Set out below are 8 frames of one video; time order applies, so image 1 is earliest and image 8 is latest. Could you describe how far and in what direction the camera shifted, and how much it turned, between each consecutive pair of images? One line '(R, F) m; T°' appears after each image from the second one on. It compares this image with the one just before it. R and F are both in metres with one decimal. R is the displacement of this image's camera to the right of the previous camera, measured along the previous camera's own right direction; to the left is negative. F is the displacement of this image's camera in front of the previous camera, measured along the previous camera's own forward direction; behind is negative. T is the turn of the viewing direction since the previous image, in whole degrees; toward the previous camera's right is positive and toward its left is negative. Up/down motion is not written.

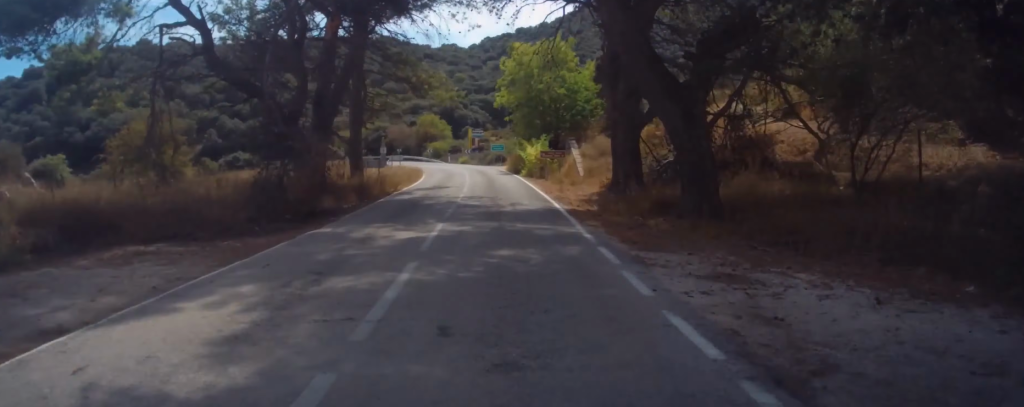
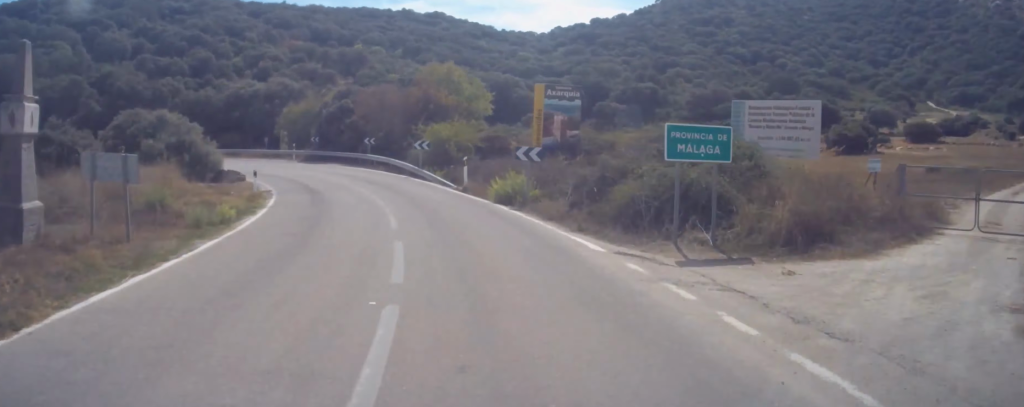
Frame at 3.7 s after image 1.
(+10.2, +53.8) m; -21°
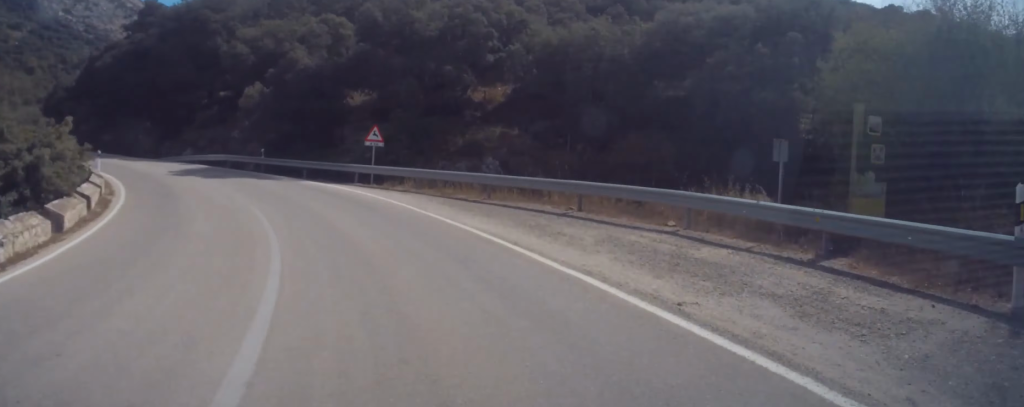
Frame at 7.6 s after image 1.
(-32.2, +46.1) m; -19°
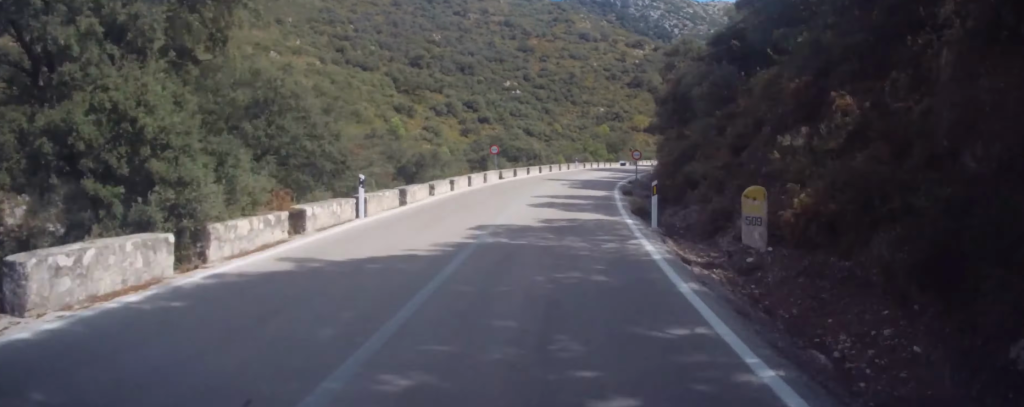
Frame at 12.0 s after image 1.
(-16.8, +64.1) m; -8°
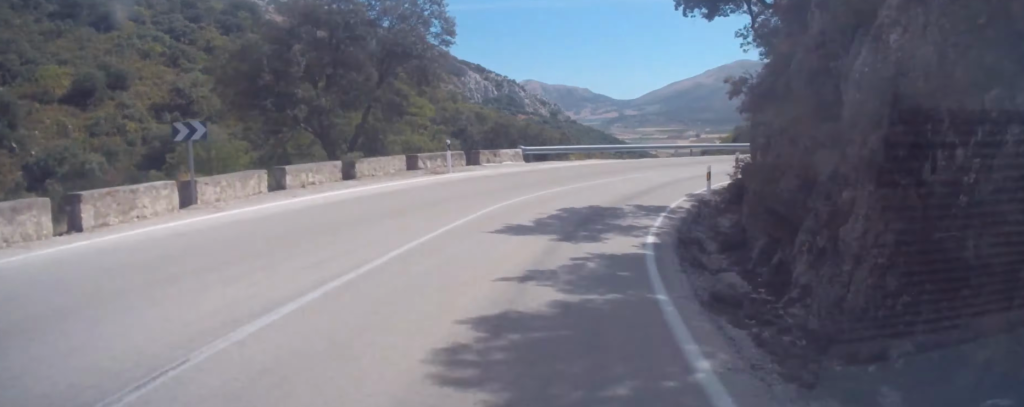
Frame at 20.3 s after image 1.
(+25.5, +115.4) m; +27°
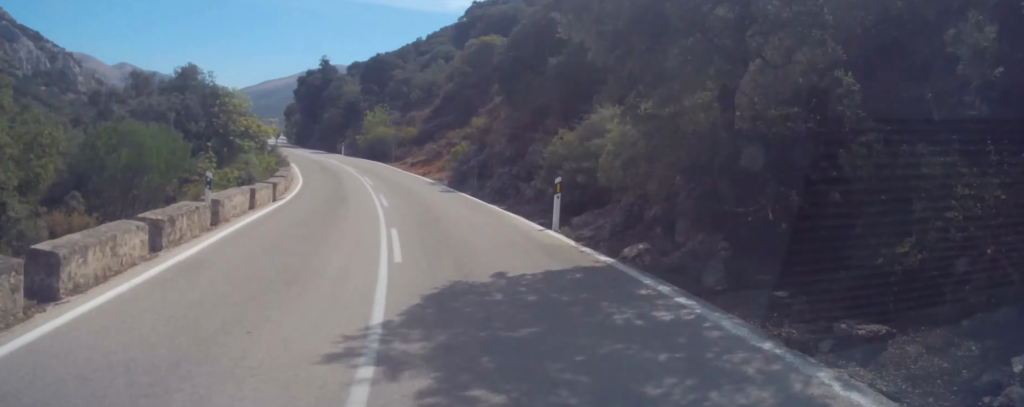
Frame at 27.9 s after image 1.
(+22.3, +118.3) m; +6°
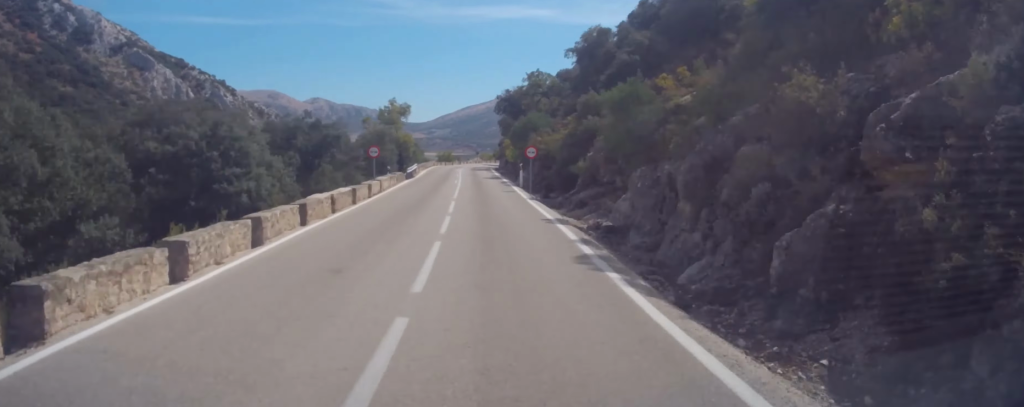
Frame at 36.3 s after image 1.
(-8.9, +142.9) m; +1°
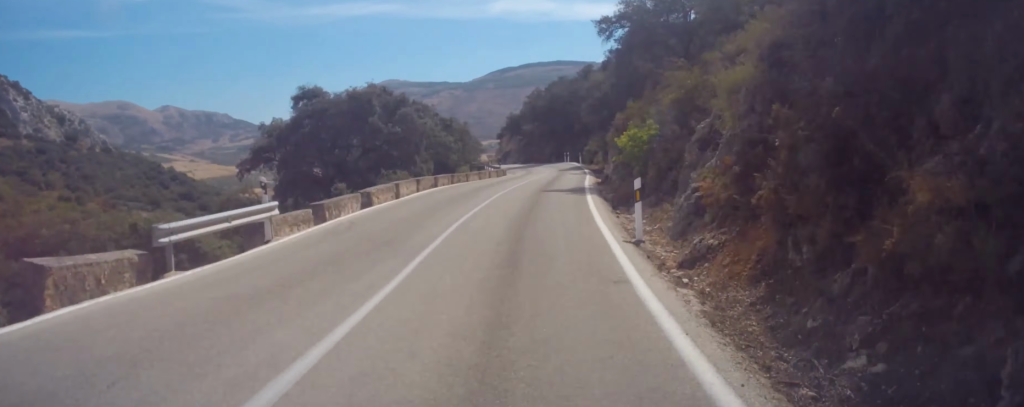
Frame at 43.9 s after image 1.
(+10.3, +127.9) m; +10°
